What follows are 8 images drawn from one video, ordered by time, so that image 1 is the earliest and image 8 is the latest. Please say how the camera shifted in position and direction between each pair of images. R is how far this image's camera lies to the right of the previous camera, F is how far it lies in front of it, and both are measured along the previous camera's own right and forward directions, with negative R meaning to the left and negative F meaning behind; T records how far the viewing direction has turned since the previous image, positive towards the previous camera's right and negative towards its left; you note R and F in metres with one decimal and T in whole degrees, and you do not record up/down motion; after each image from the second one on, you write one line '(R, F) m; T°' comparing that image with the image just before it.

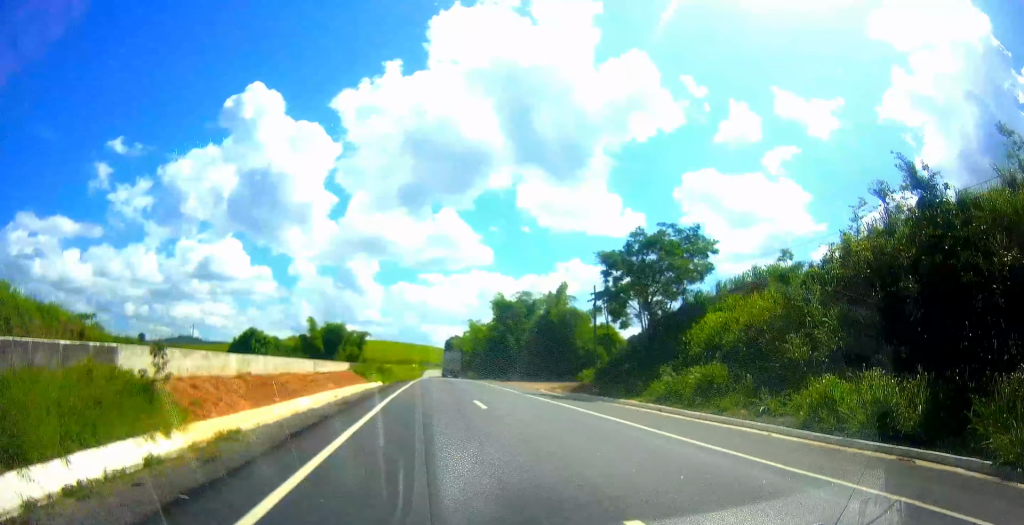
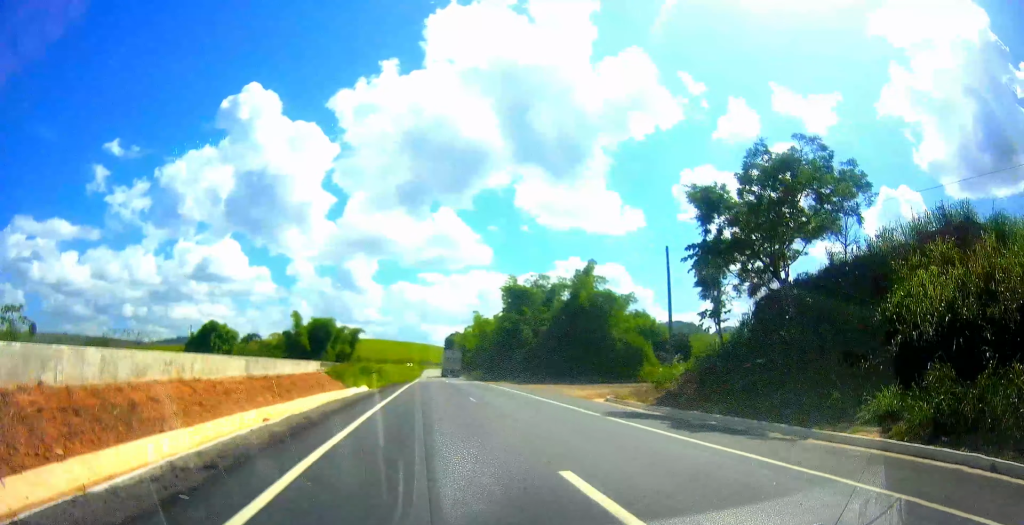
(-0.2, +15.3) m; 0°
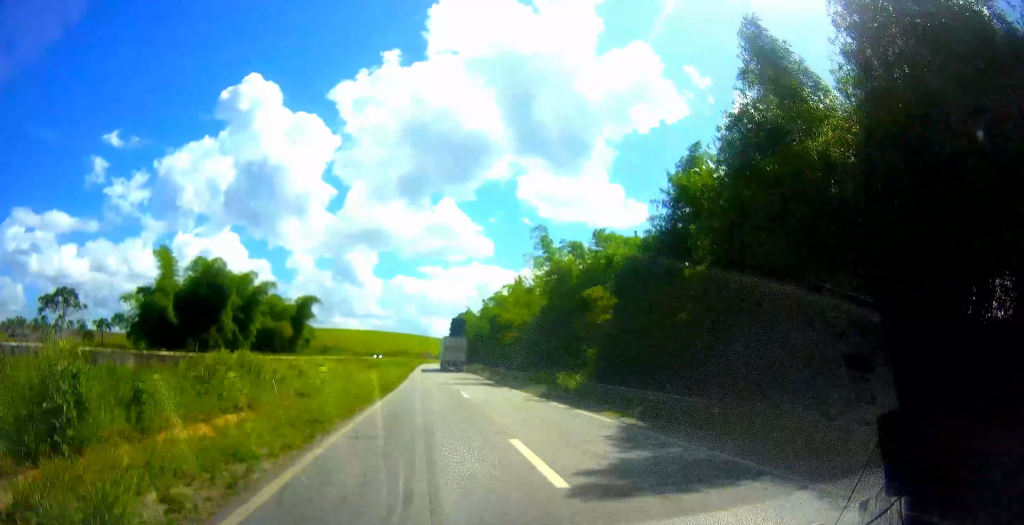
(+2.5, +66.5) m; +1°
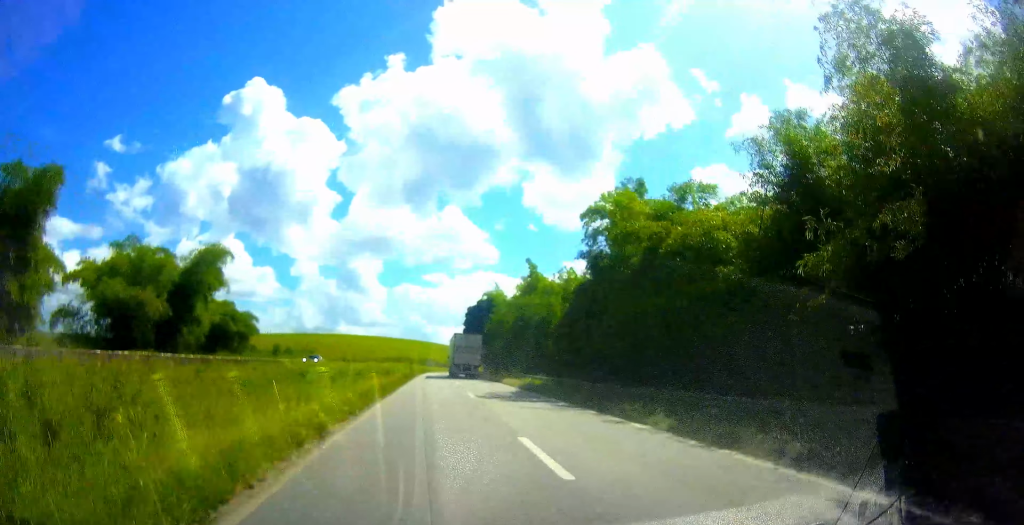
(-1.4, +47.8) m; -1°
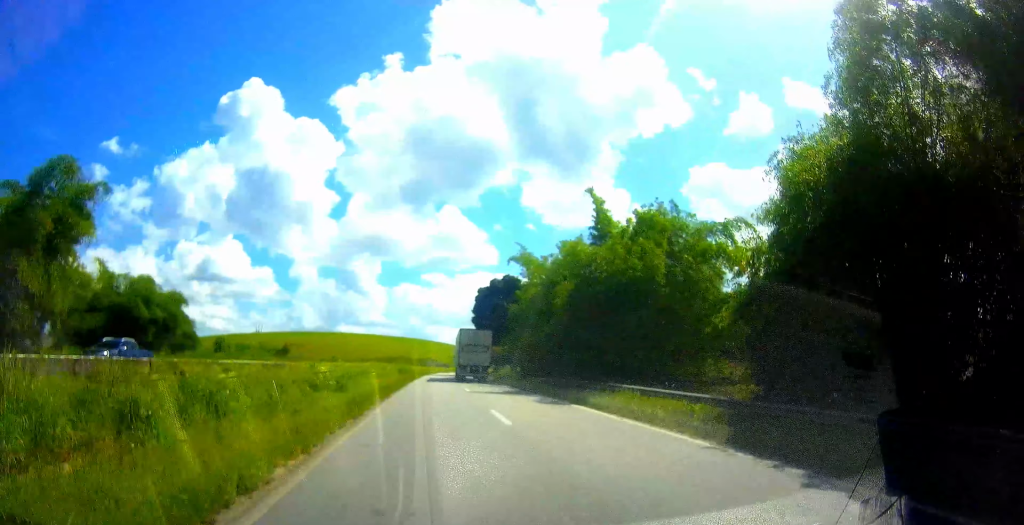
(+0.4, +26.0) m; +2°
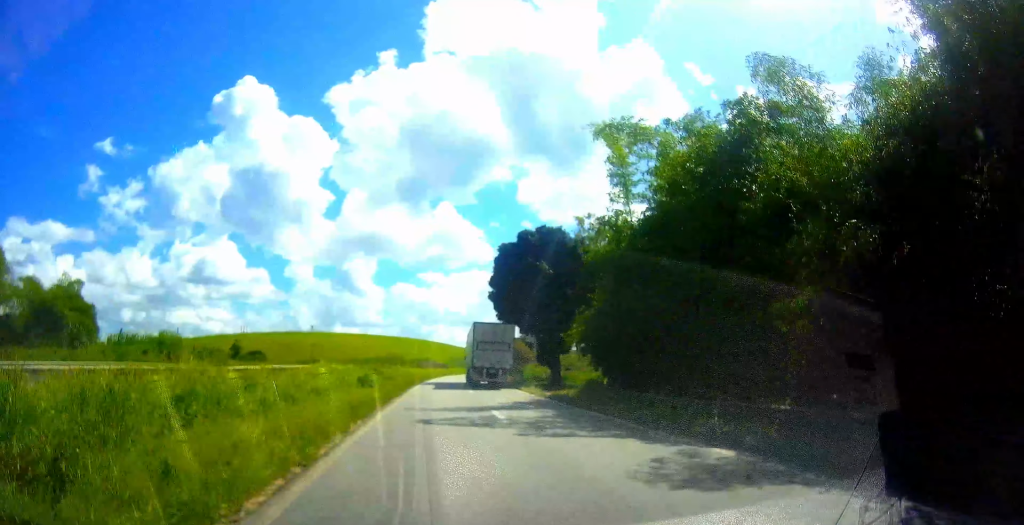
(+0.5, +29.6) m; 0°
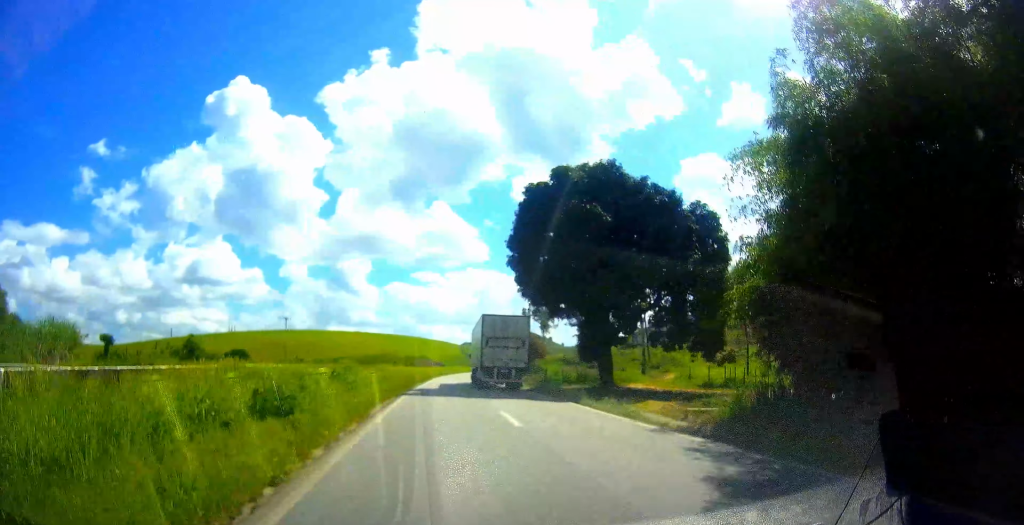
(-0.2, +17.6) m; -1°
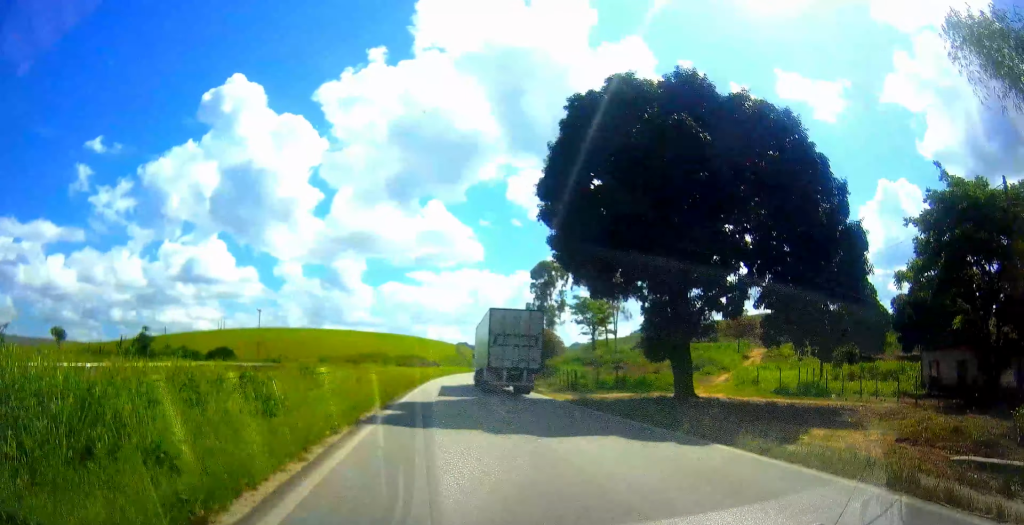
(0.0, +12.9) m; 0°
